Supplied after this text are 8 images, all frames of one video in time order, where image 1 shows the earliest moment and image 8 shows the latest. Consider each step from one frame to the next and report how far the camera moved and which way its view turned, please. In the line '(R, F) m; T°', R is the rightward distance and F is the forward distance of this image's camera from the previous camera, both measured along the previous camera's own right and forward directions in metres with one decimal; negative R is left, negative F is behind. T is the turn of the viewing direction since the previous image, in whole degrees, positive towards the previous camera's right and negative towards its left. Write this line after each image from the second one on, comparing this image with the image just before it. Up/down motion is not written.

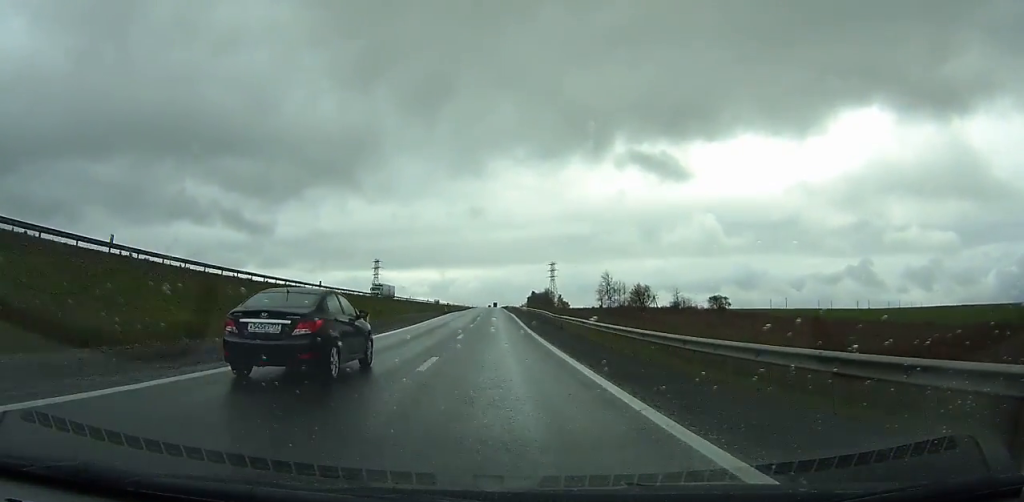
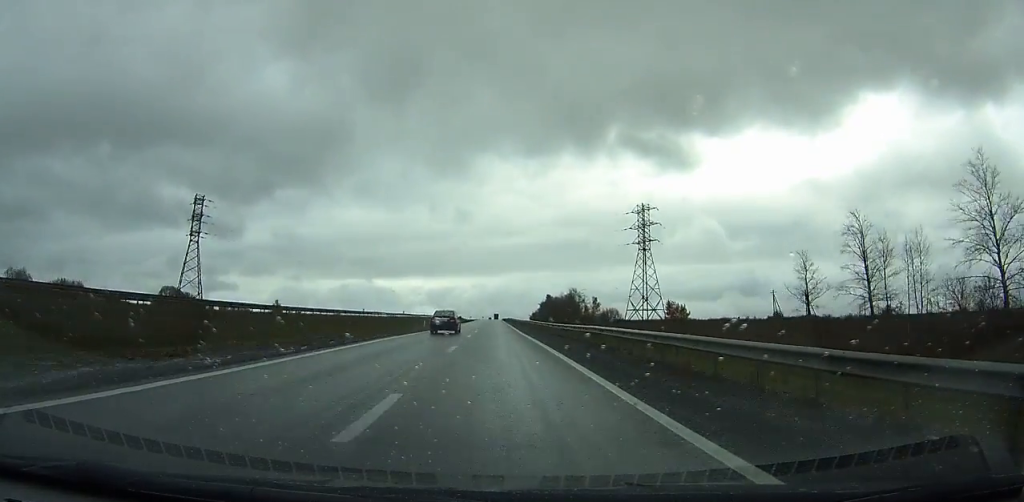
(-0.1, +175.0) m; 0°
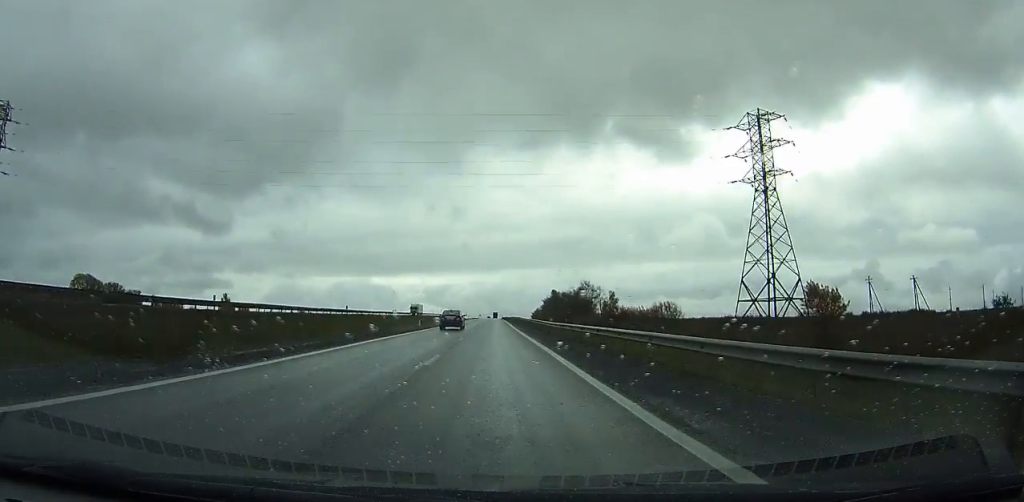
(-0.1, +52.2) m; 0°
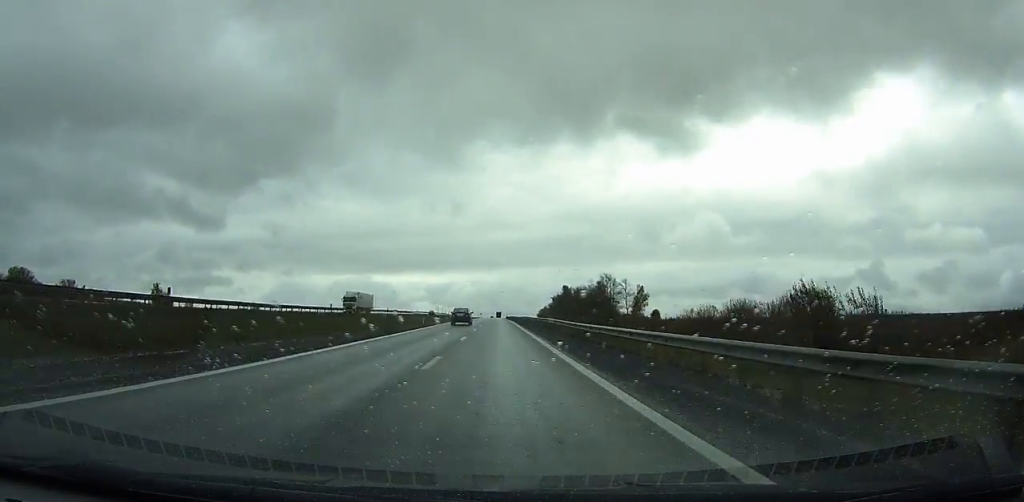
(-0.1, +49.1) m; 0°
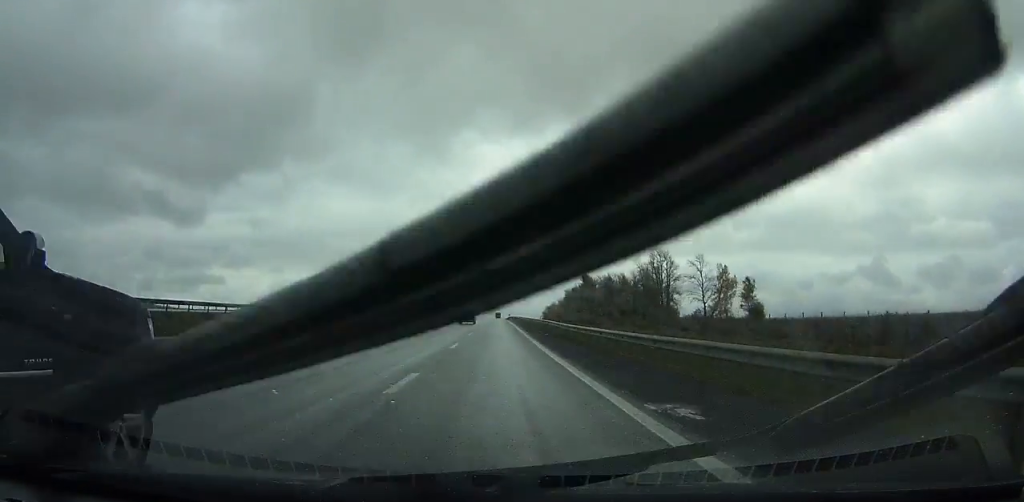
(+0.2, +86.4) m; 0°
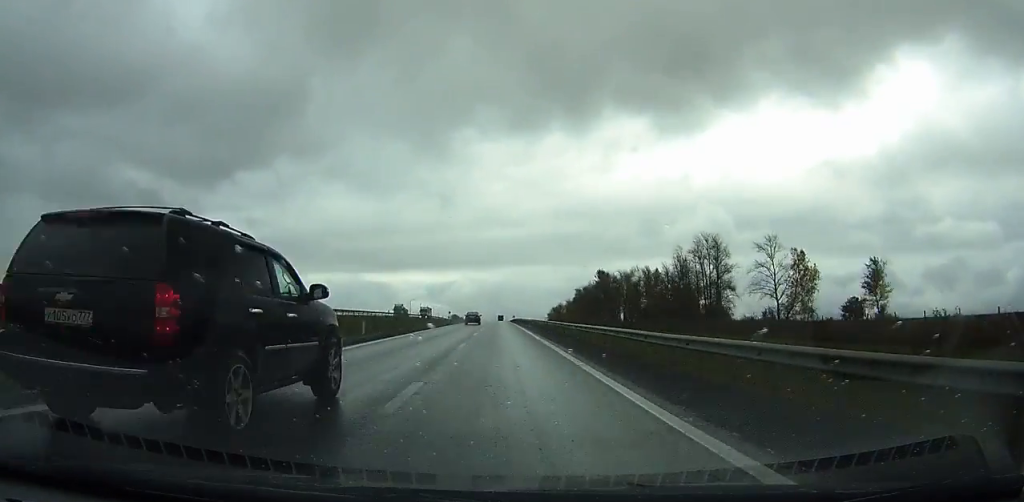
(0.0, +37.3) m; 0°
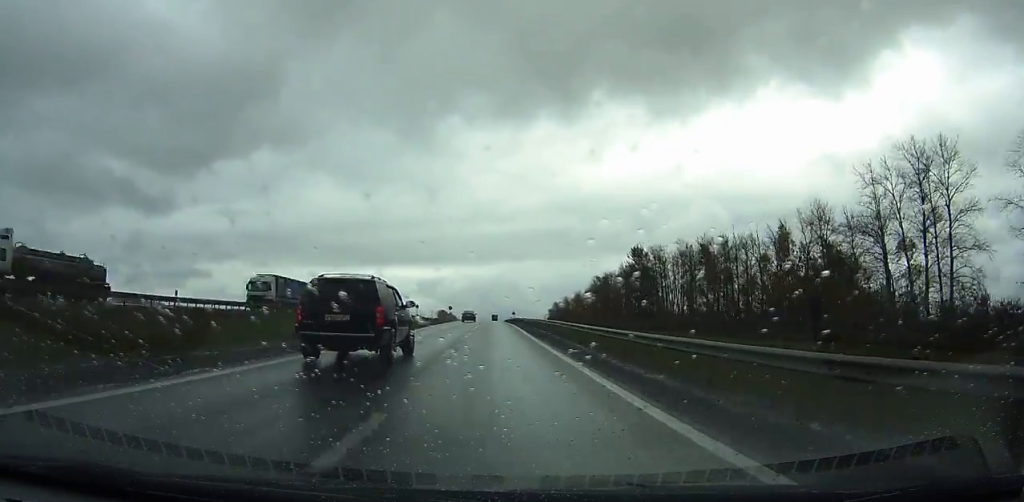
(-0.1, +74.4) m; 0°
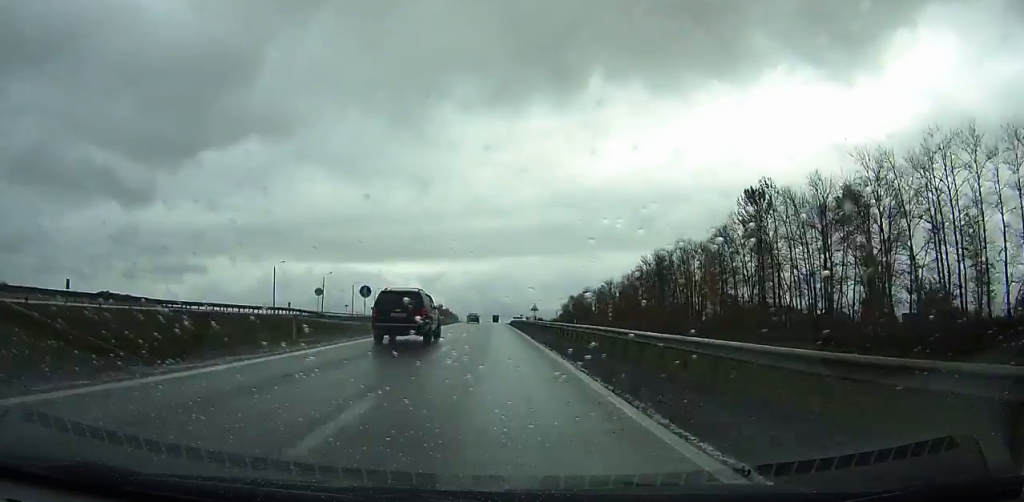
(+0.1, +82.8) m; 0°
